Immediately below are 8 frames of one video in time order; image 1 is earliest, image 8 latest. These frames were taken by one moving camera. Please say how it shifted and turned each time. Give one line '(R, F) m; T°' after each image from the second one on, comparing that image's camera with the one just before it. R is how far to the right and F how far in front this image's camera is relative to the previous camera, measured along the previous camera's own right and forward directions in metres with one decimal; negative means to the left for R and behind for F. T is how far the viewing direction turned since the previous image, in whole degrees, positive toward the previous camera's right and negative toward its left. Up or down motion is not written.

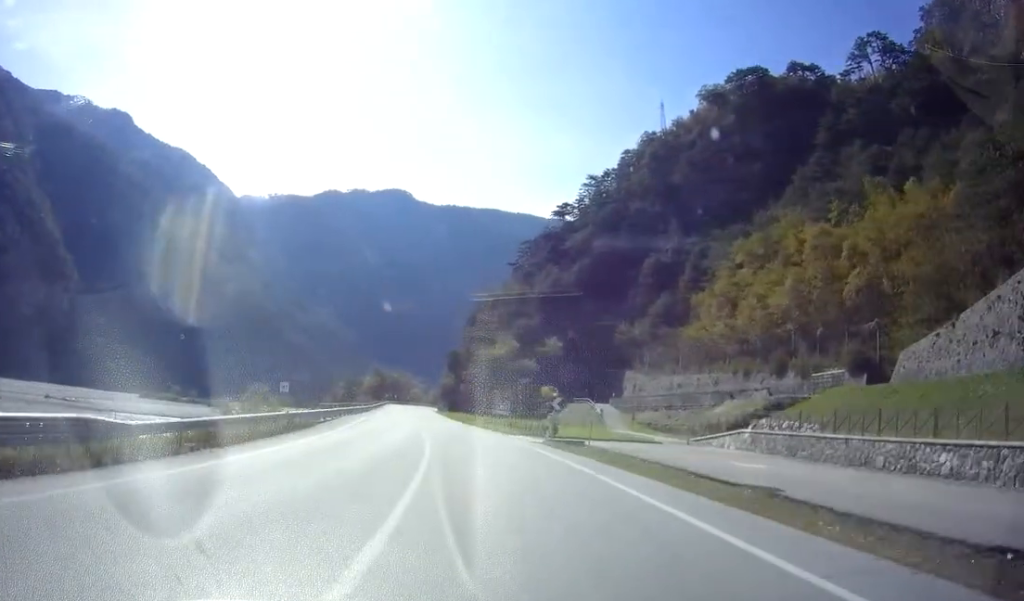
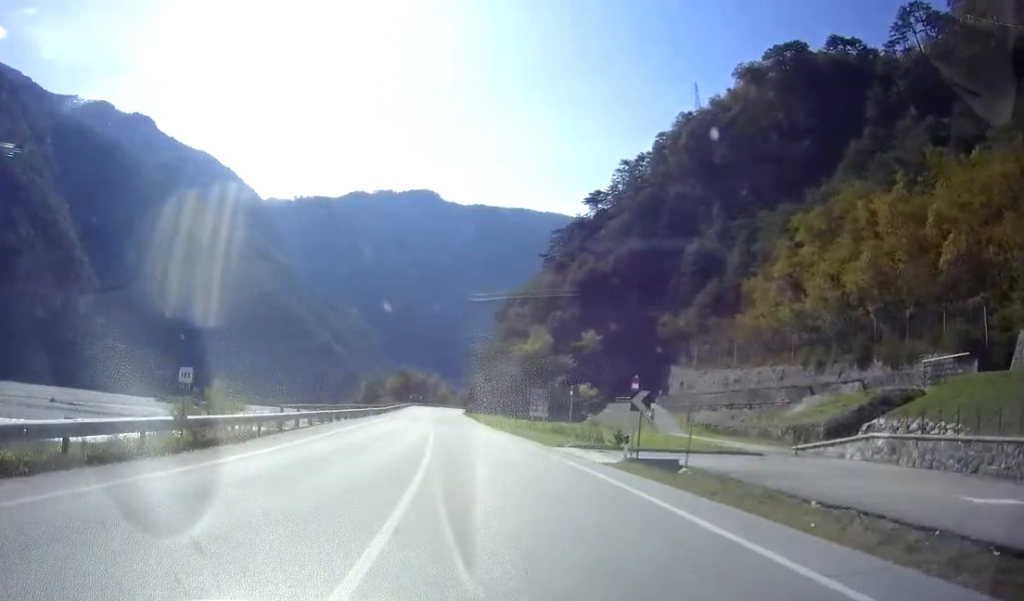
(-0.3, +11.2) m; -2°
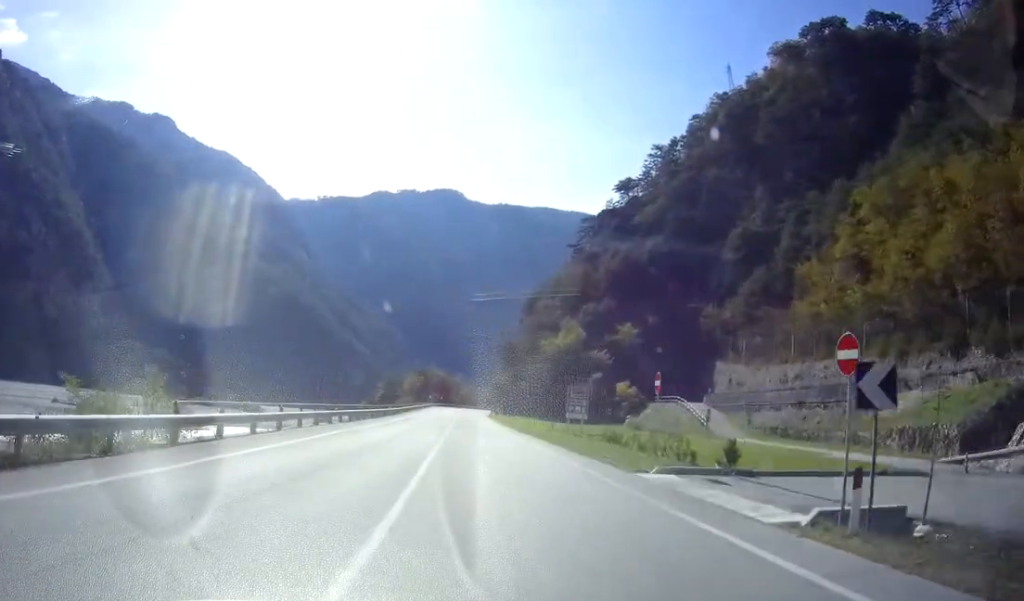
(-0.2, +11.3) m; -2°
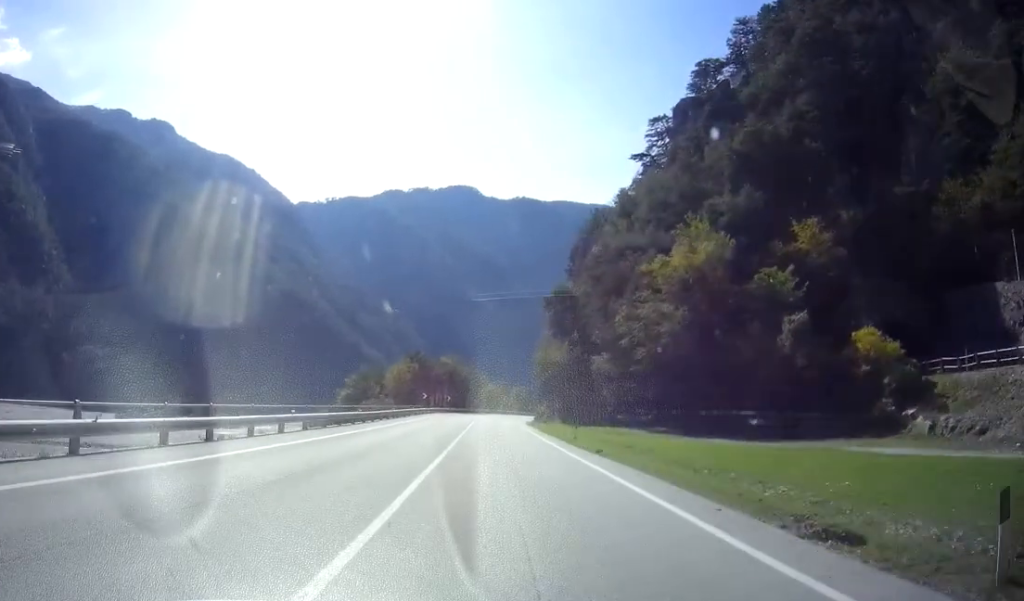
(-1.8, +58.5) m; -2°
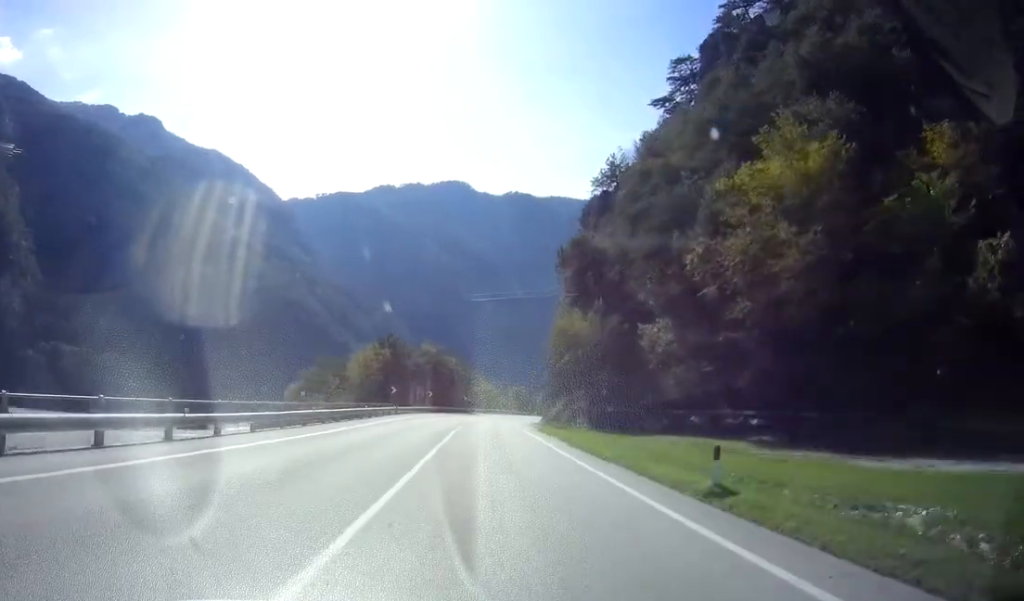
(0.0, +19.8) m; 0°
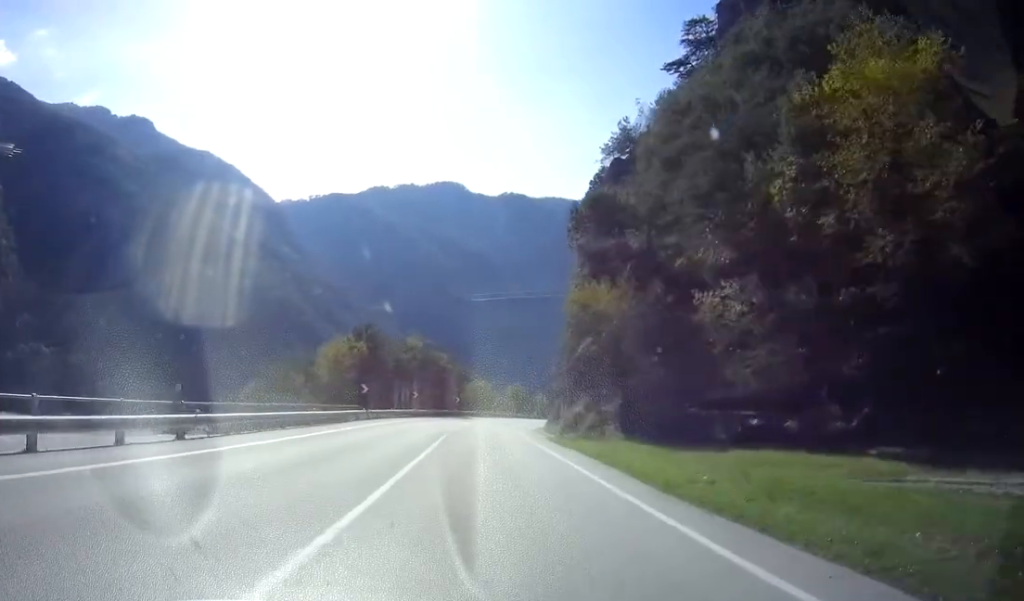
(0.0, +10.8) m; 0°
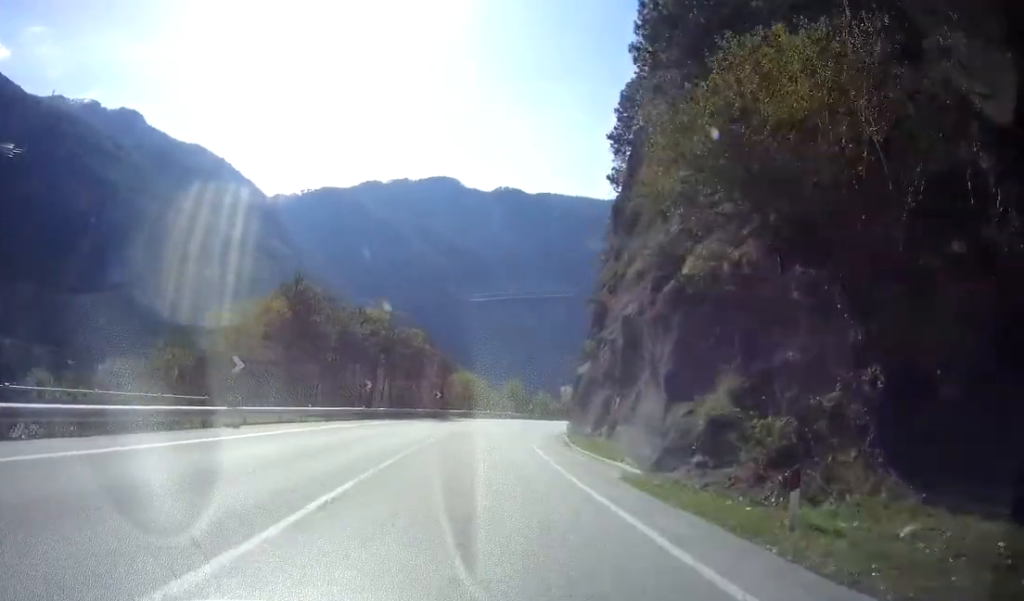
(+0.2, +21.0) m; +2°
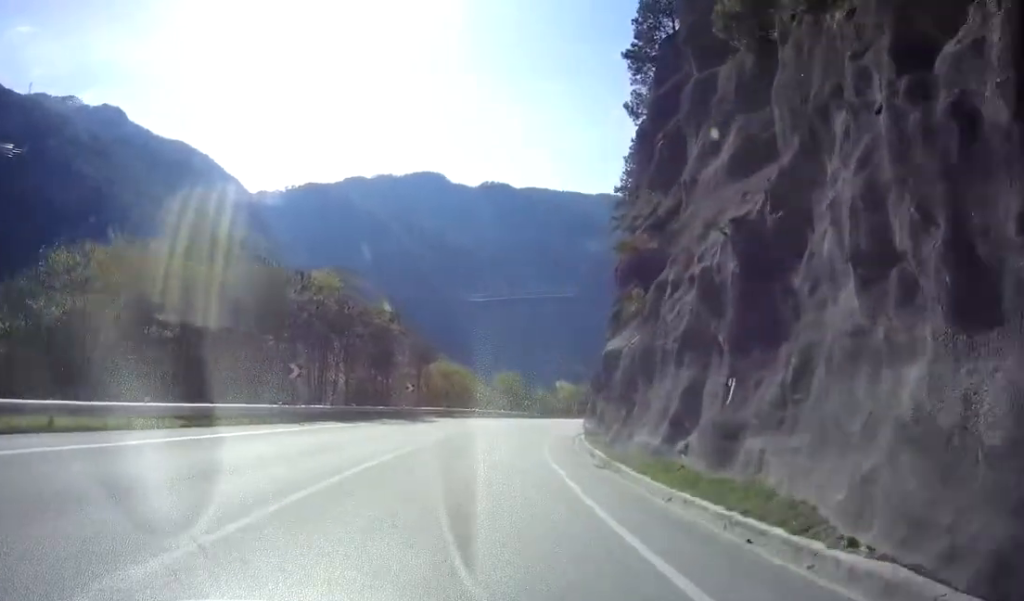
(+0.3, +12.9) m; +1°
